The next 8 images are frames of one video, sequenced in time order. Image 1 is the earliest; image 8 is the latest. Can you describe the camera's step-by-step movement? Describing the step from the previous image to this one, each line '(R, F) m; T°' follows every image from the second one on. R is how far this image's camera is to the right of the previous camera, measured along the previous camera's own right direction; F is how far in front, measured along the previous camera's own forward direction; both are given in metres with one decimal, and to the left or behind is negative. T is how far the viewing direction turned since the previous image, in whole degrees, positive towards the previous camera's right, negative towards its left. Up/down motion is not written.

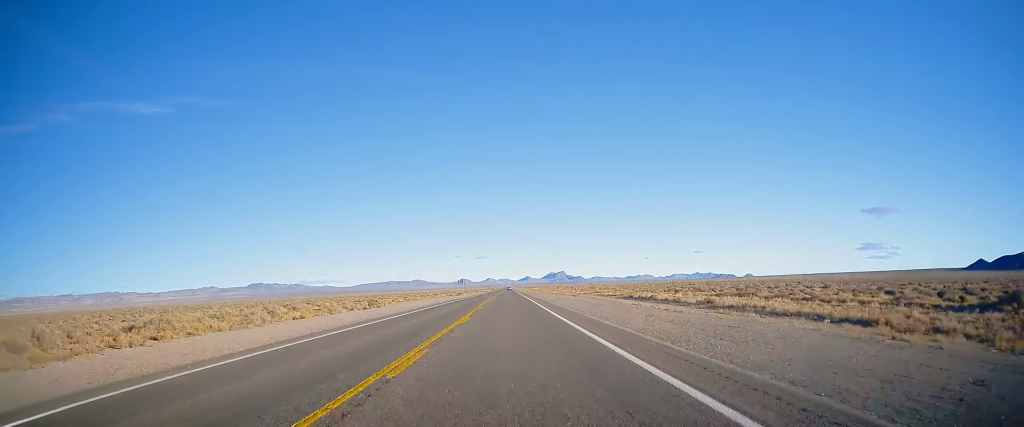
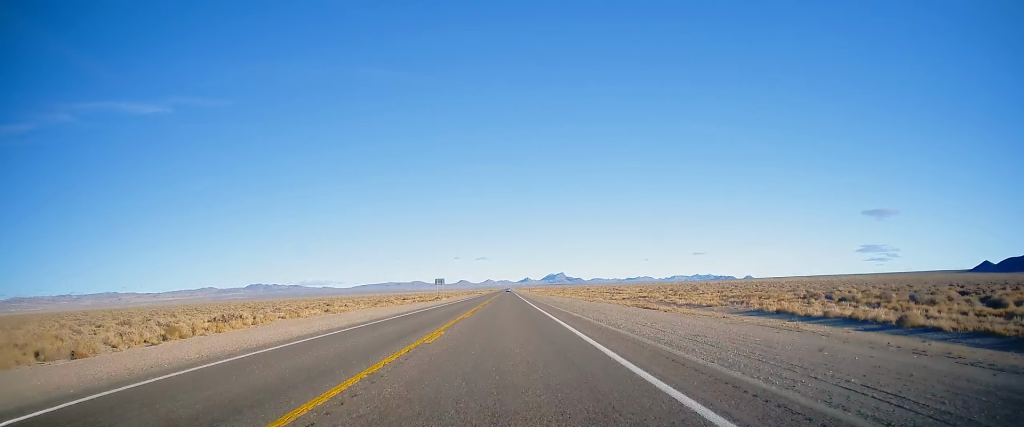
(+0.3, +43.9) m; 0°
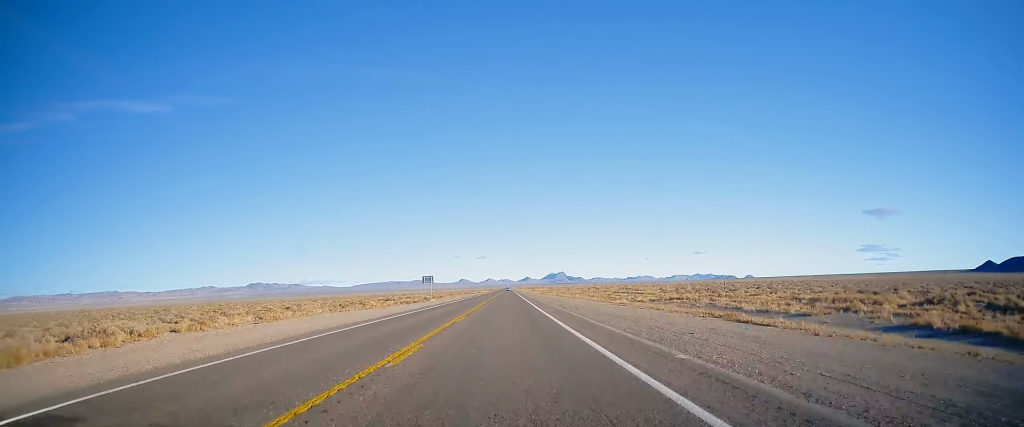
(0.0, +16.1) m; 0°
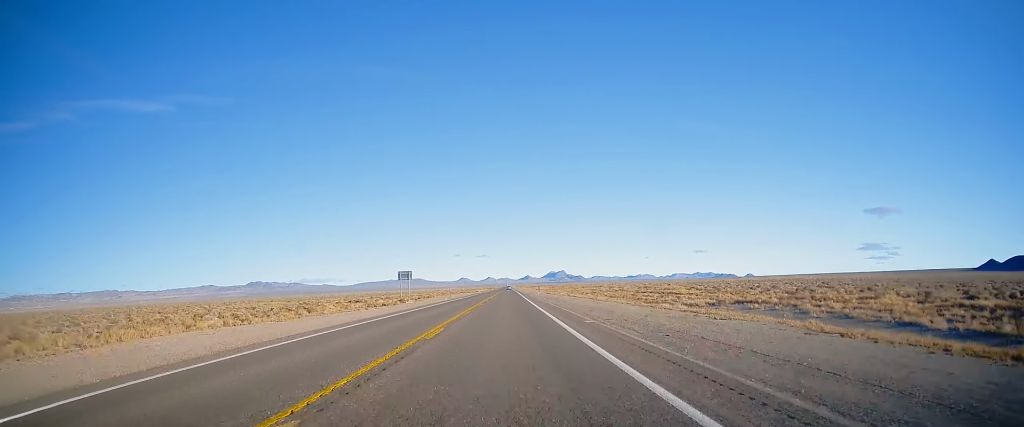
(-0.2, +19.4) m; 0°
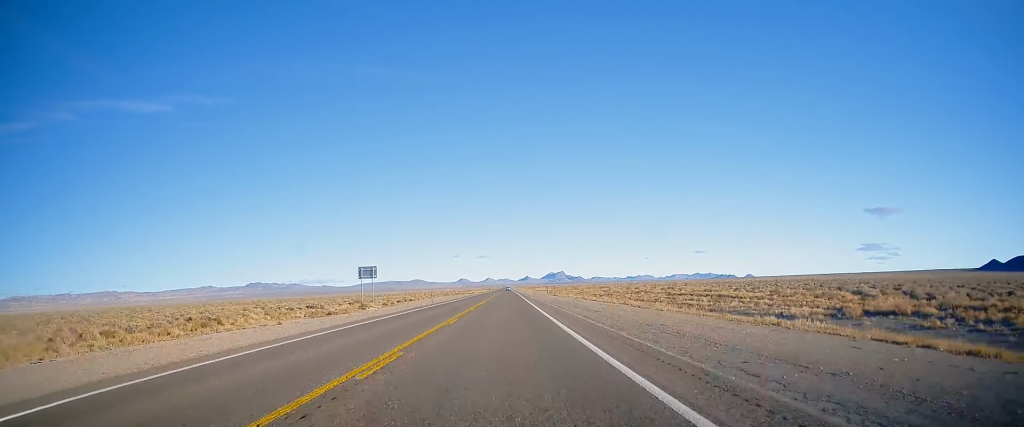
(0.0, +18.3) m; 0°
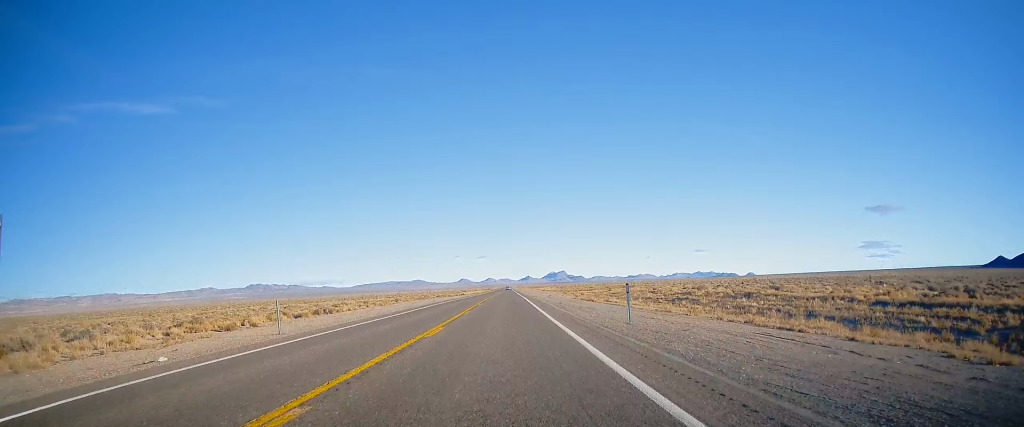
(+0.4, +41.5) m; 0°
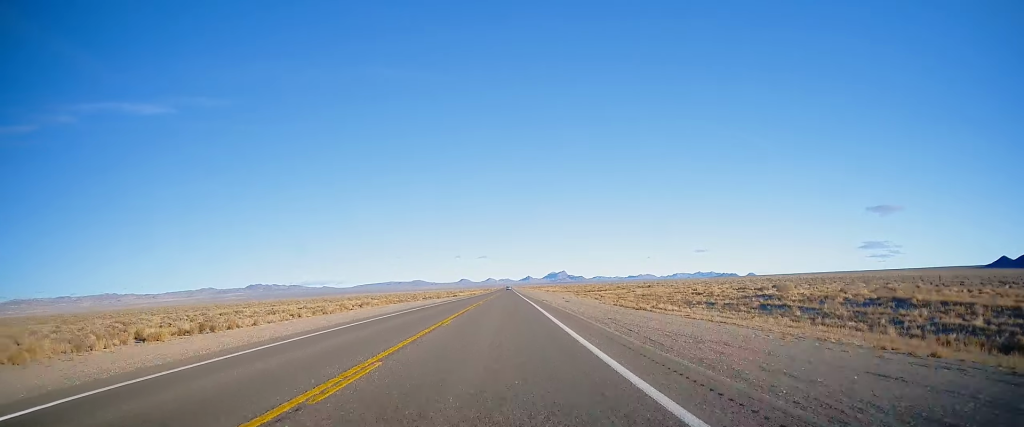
(-0.1, +20.8) m; 0°
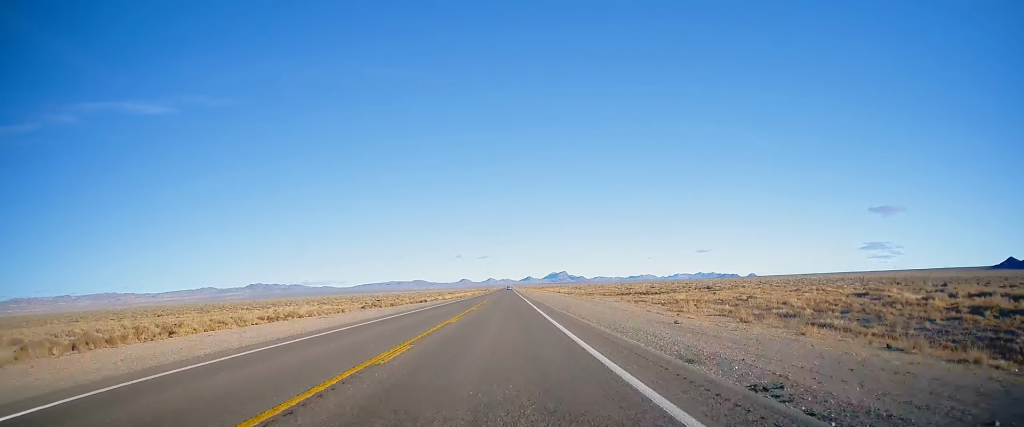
(-0.1, +45.4) m; -1°
